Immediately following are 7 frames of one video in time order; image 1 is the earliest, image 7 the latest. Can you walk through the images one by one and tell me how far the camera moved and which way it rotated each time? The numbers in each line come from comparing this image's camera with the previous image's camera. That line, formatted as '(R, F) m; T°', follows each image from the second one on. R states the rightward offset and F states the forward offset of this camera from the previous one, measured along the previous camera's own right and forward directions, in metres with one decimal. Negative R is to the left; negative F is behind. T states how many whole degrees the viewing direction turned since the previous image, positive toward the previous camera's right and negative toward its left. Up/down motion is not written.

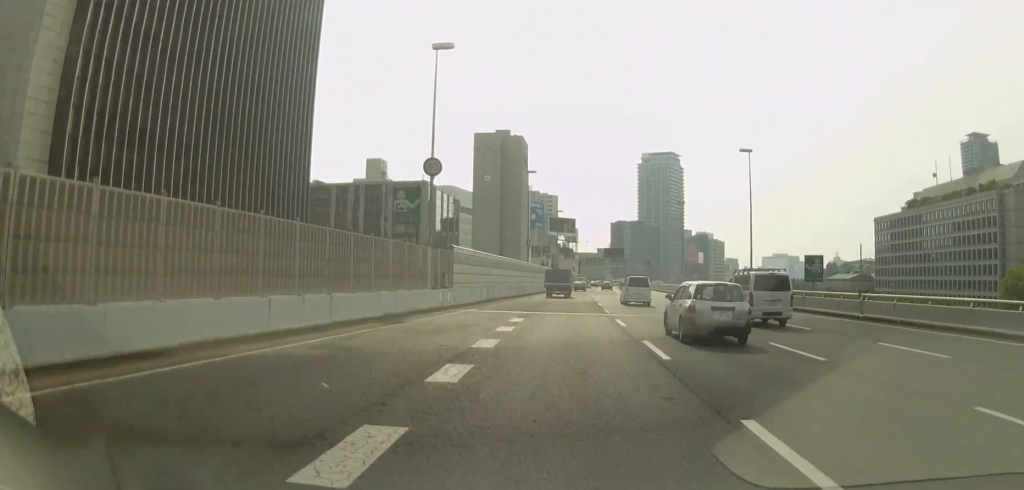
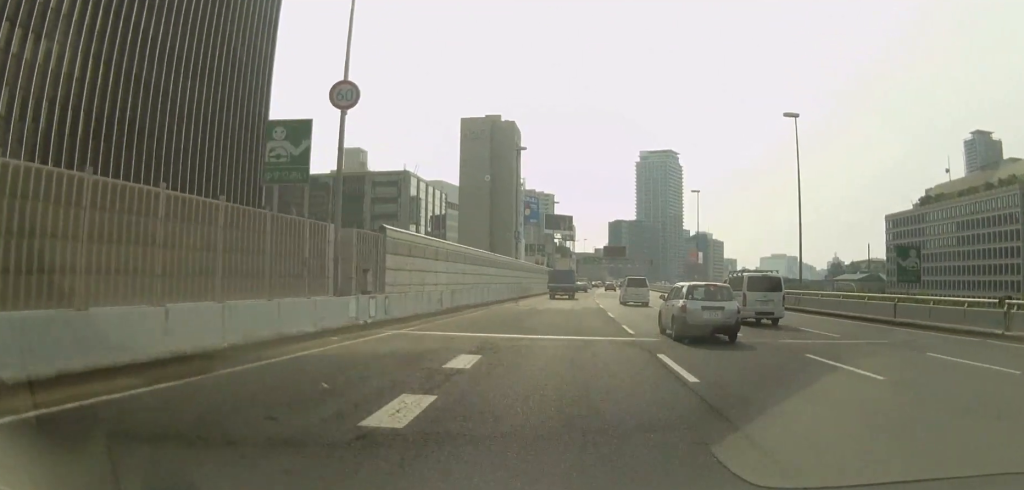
(0.0, +13.0) m; 0°
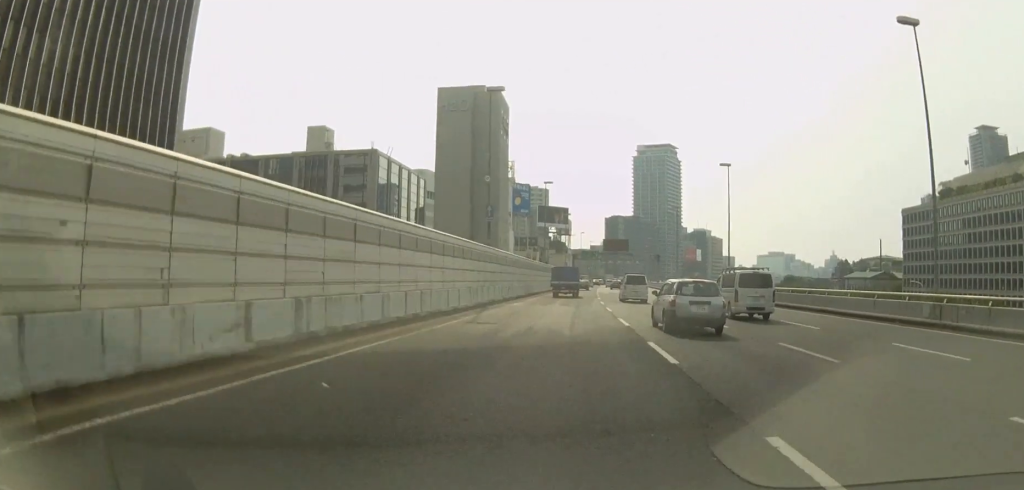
(0.0, +18.1) m; +1°
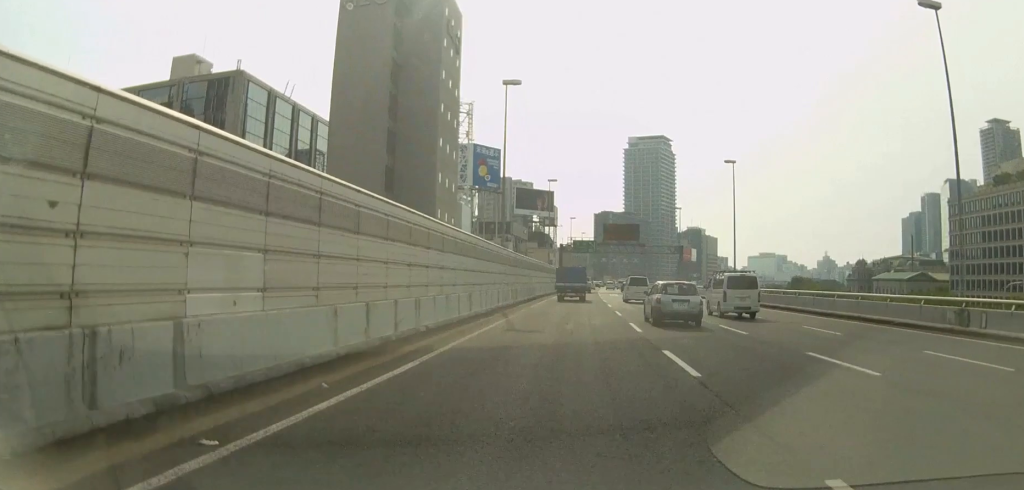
(+0.6, +42.1) m; 0°
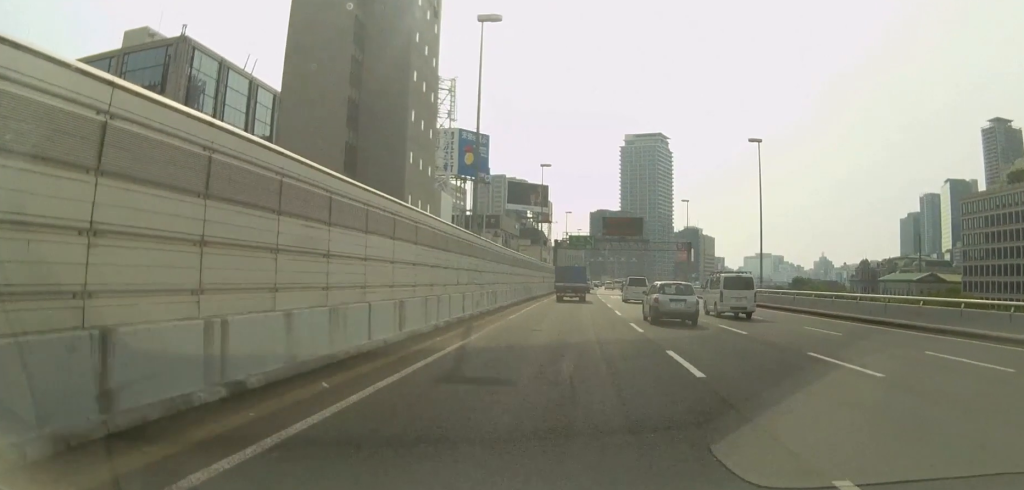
(-0.1, +10.1) m; 0°
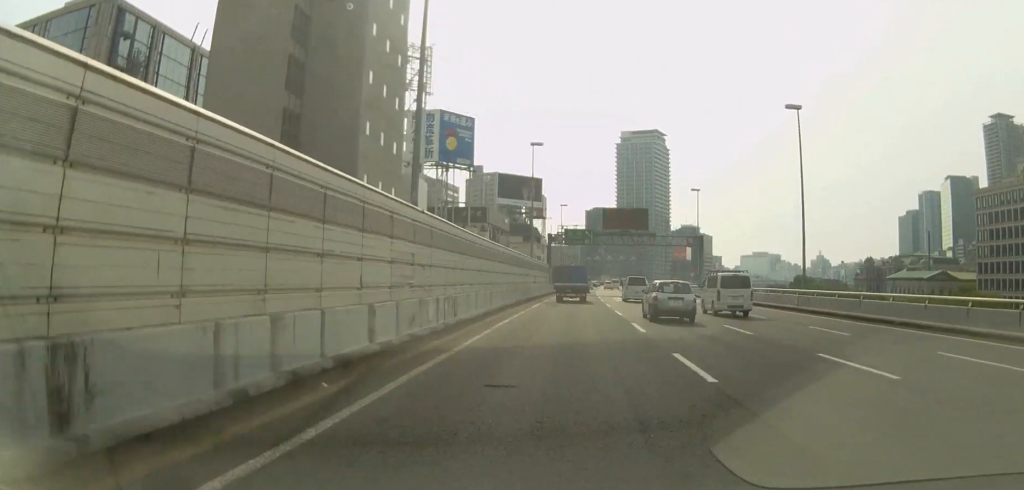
(0.0, +10.7) m; +1°
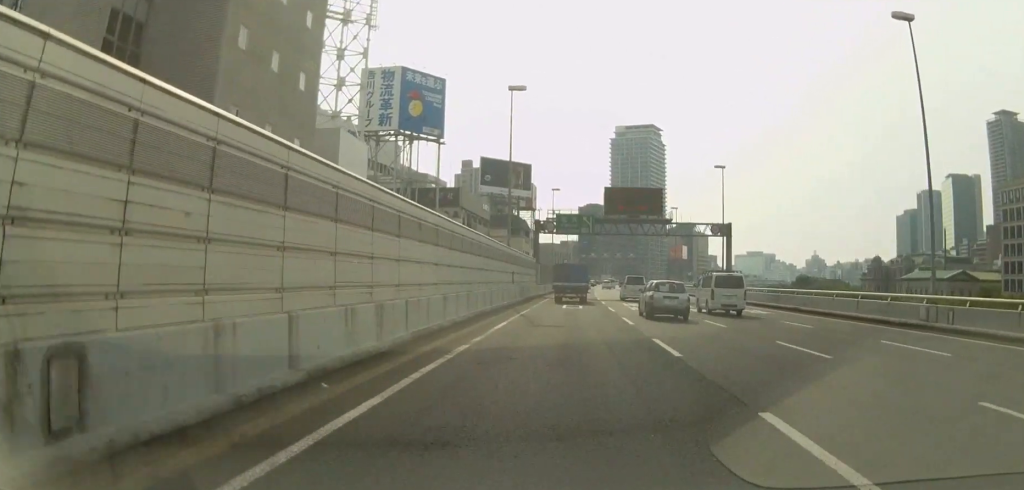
(+0.3, +16.9) m; +2°
